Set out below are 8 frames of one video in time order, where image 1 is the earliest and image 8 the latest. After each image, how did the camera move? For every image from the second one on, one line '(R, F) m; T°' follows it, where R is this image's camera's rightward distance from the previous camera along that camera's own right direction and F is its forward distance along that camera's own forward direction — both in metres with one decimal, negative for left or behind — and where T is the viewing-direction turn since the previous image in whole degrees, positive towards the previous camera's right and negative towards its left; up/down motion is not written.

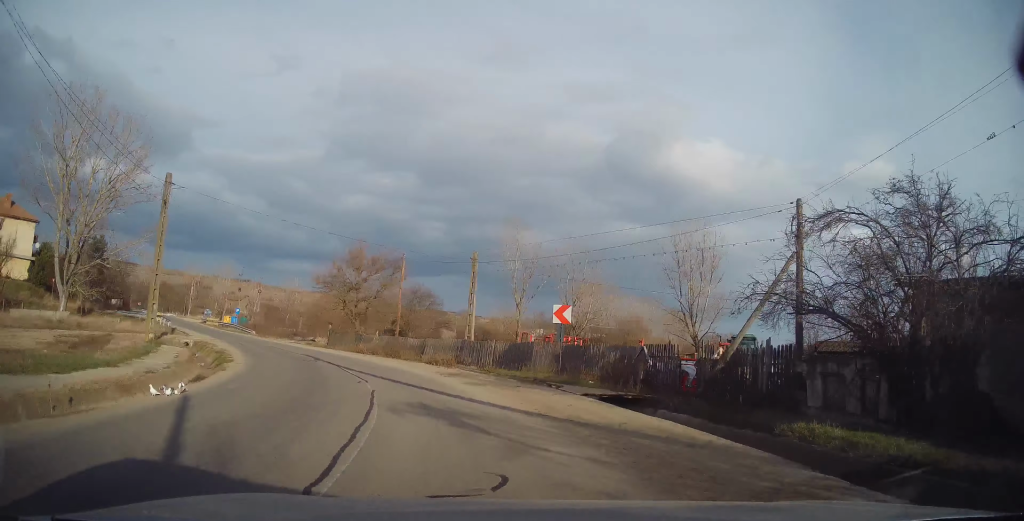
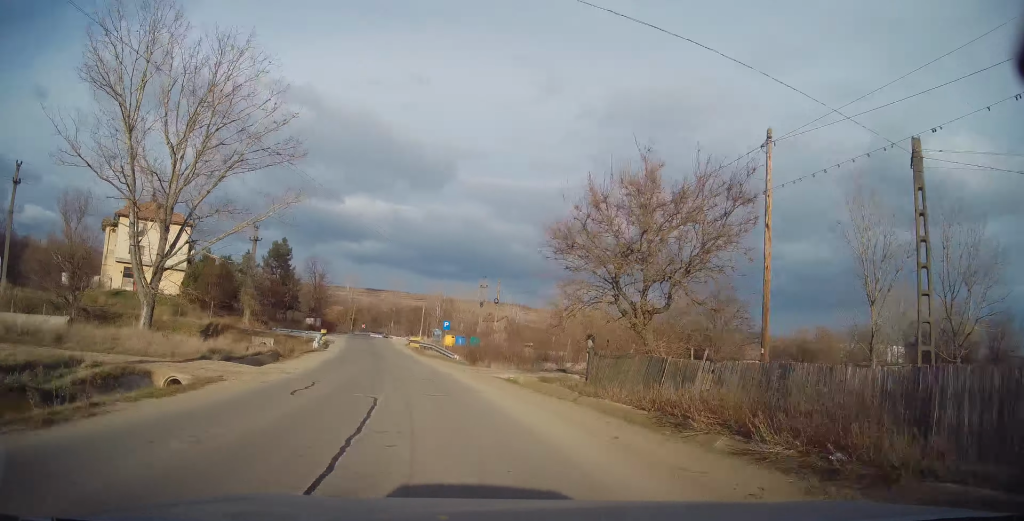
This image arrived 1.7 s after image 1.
(-5.8, +23.1) m; -27°
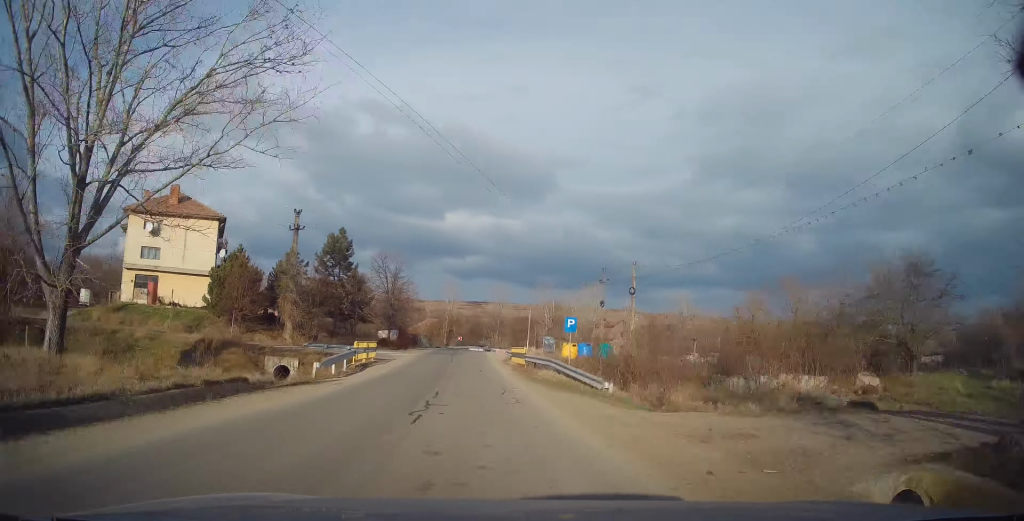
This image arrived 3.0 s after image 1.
(-2.1, +17.5) m; -11°
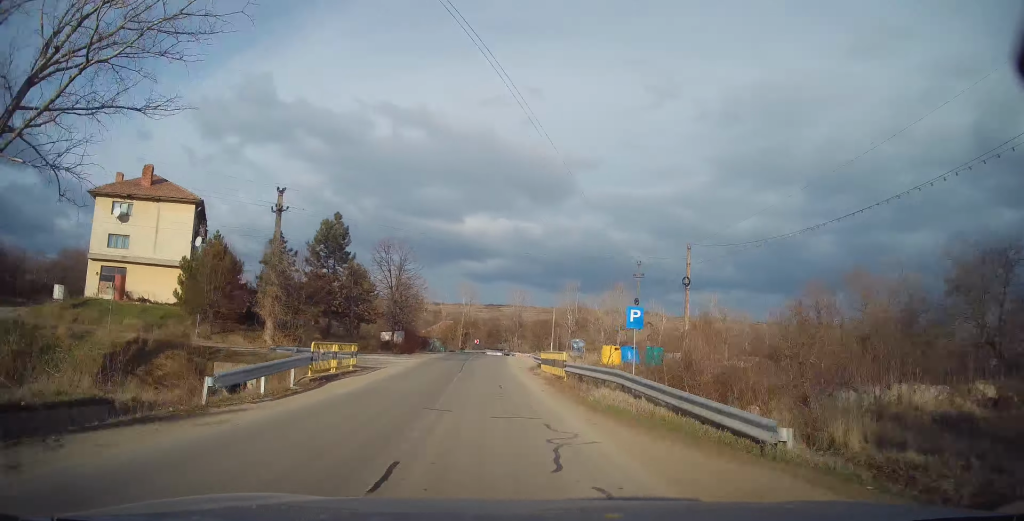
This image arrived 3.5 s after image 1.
(-0.3, +7.5) m; -2°
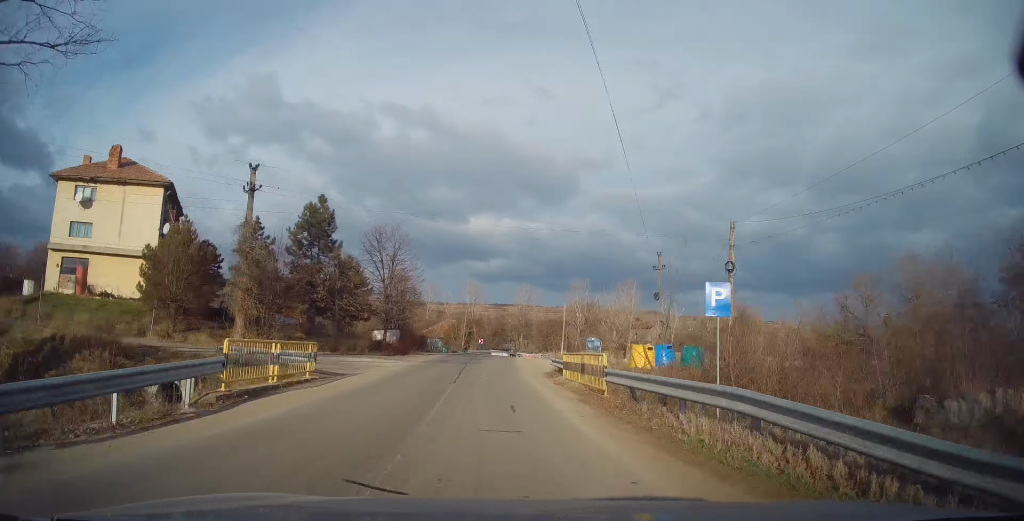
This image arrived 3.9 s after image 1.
(-0.1, +5.9) m; -1°
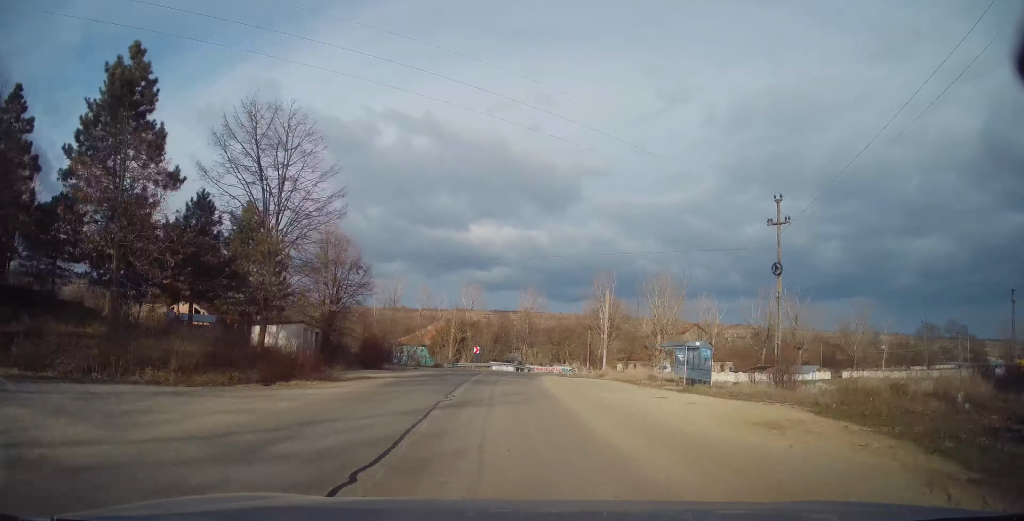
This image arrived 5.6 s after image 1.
(-0.2, +22.7) m; +1°
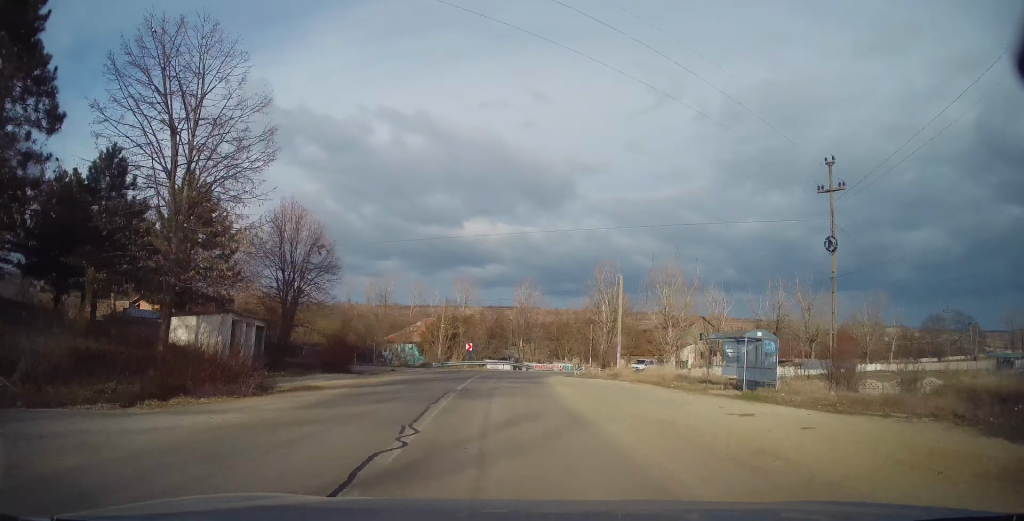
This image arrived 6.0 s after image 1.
(0.0, +6.2) m; 0°
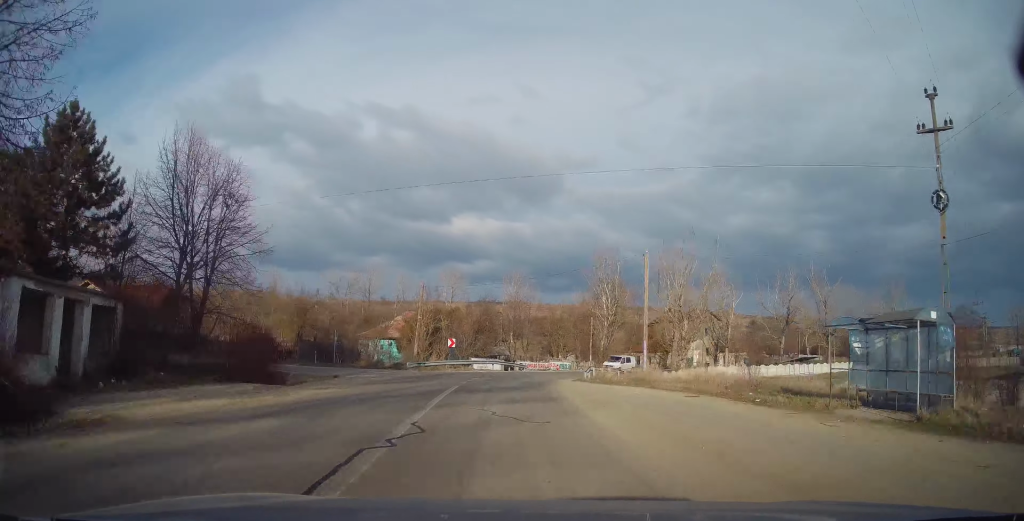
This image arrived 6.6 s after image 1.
(+0.2, +8.4) m; 0°
